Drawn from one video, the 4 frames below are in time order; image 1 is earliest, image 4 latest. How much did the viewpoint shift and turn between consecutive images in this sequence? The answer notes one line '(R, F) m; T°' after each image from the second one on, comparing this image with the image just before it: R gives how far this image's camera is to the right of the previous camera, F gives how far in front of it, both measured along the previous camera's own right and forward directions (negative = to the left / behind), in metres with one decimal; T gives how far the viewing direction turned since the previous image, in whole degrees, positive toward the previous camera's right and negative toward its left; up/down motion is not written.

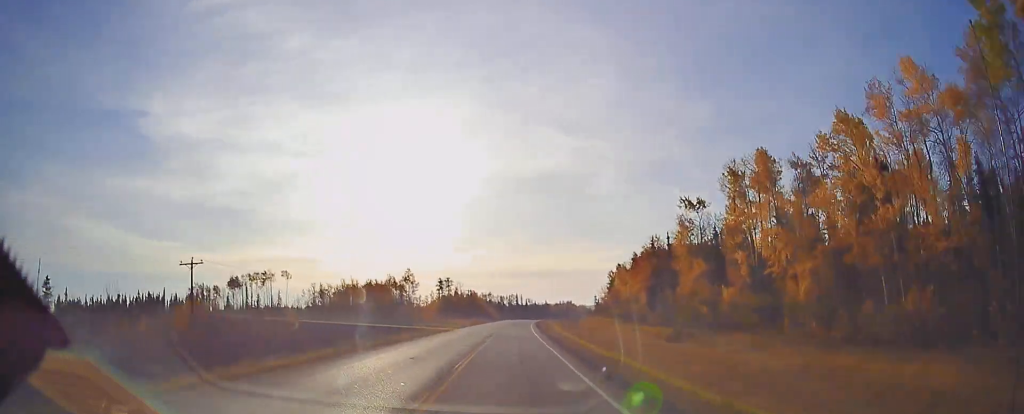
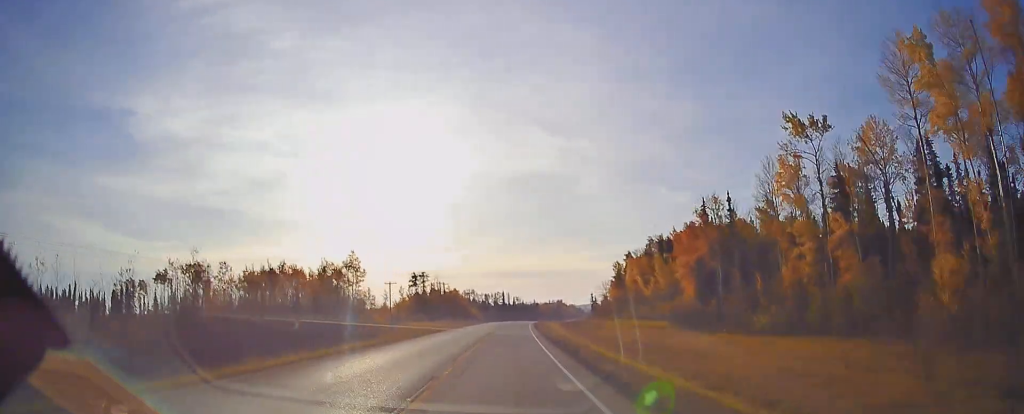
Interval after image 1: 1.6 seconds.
(+0.6, +42.6) m; +2°
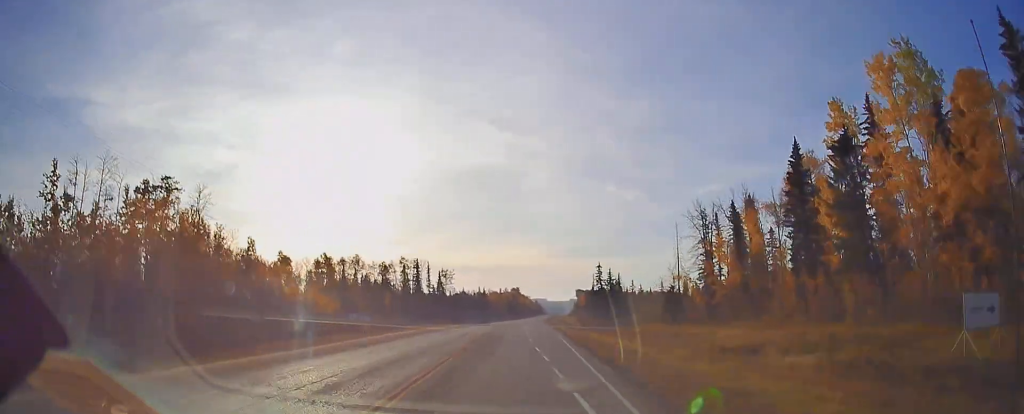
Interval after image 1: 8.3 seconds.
(+9.7, +175.5) m; +6°
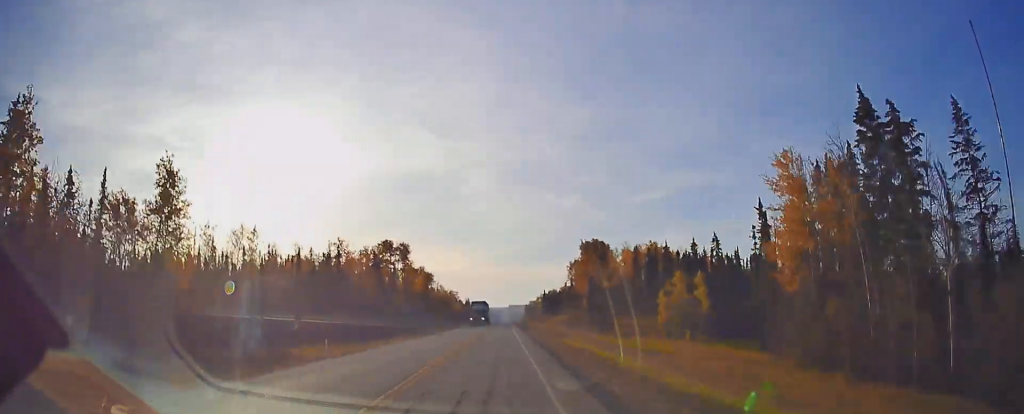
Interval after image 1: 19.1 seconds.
(+16.7, +276.7) m; +6°
